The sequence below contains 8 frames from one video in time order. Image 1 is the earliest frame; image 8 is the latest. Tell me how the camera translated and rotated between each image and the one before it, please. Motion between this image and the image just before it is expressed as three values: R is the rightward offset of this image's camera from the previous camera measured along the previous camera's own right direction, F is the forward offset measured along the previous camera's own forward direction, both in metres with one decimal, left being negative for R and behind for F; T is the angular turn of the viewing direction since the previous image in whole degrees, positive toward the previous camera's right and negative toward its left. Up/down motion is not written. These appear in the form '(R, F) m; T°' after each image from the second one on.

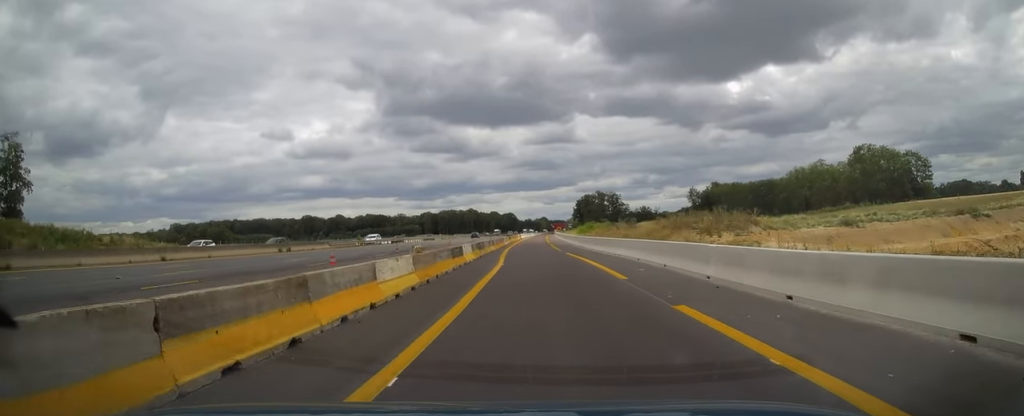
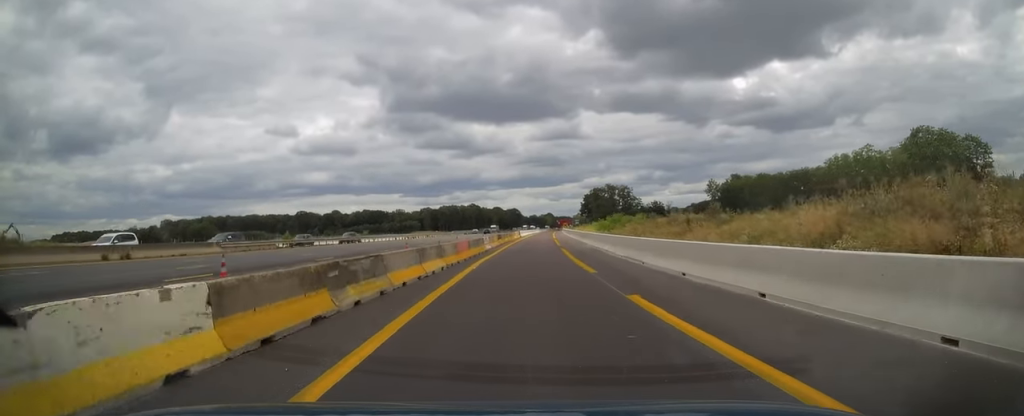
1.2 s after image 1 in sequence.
(-0.1, +24.8) m; 0°
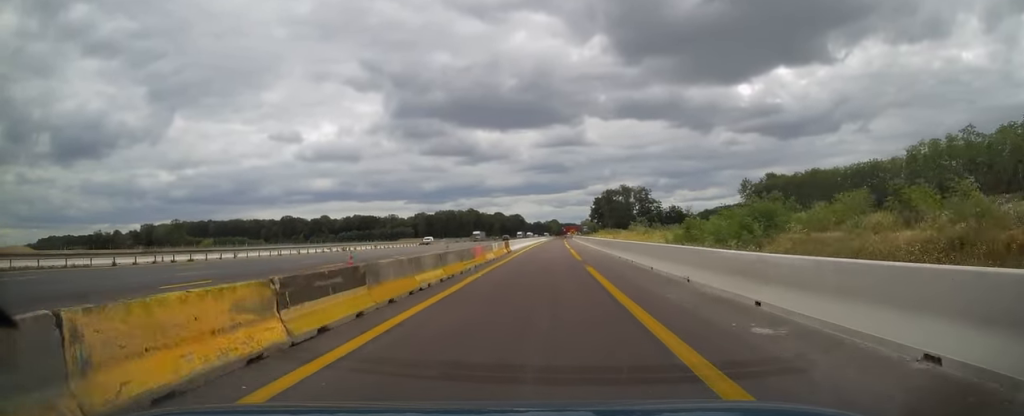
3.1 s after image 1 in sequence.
(-0.3, +39.9) m; 0°
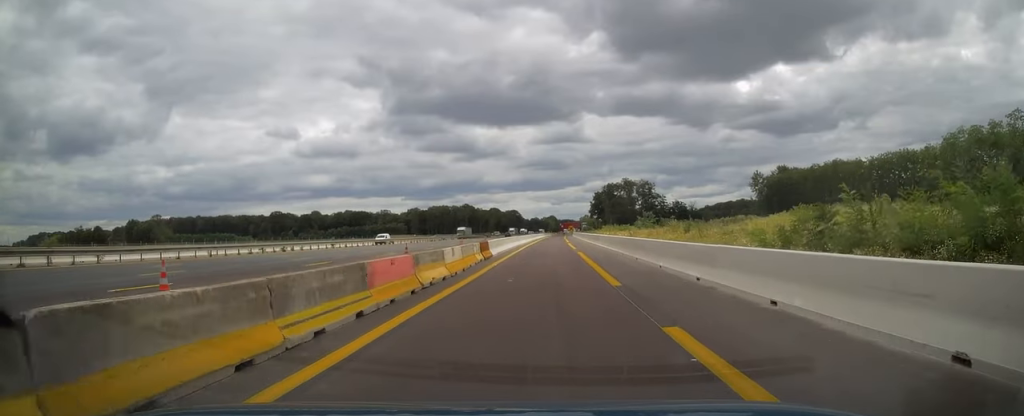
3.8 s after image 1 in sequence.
(0.0, +15.4) m; 0°
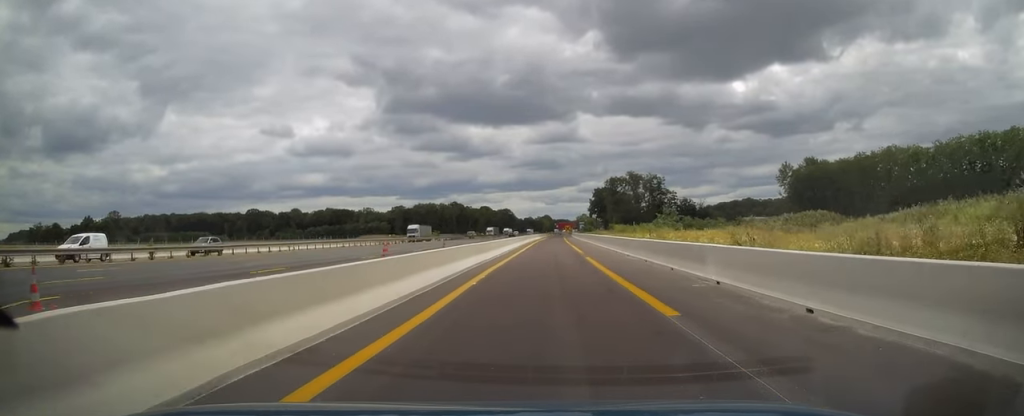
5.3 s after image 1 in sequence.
(+0.1, +30.9) m; +1°
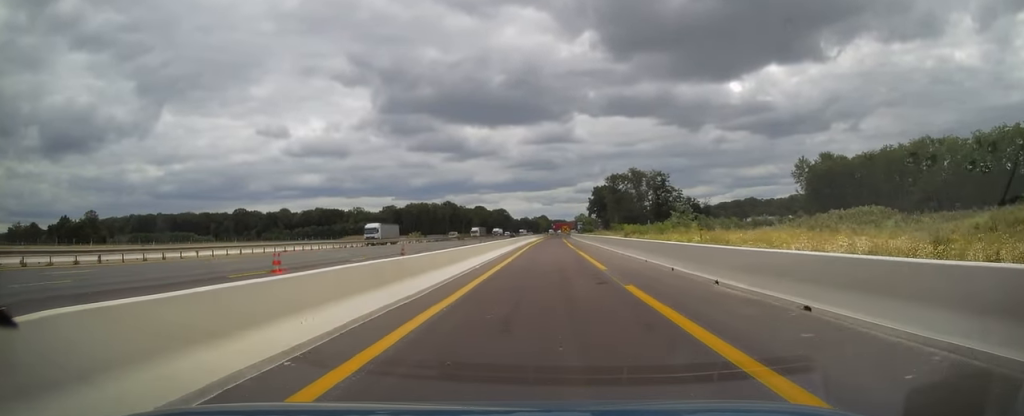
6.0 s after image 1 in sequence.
(0.0, +14.8) m; 0°
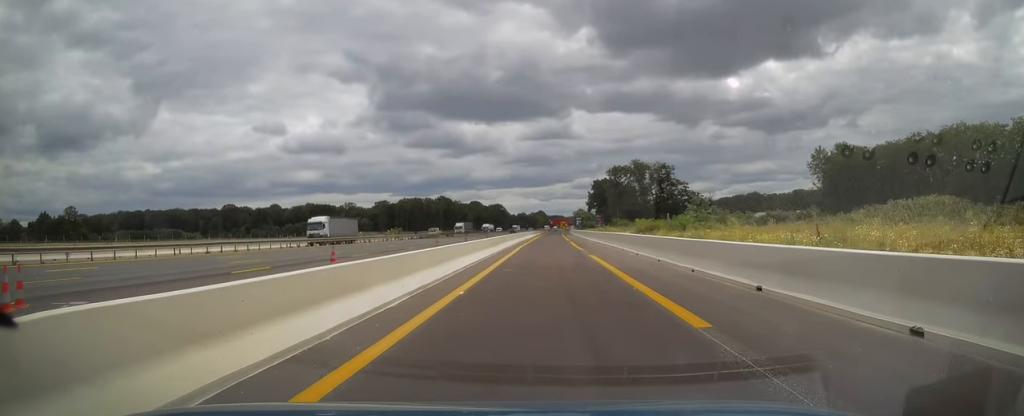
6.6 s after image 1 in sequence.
(+0.1, +12.7) m; 0°
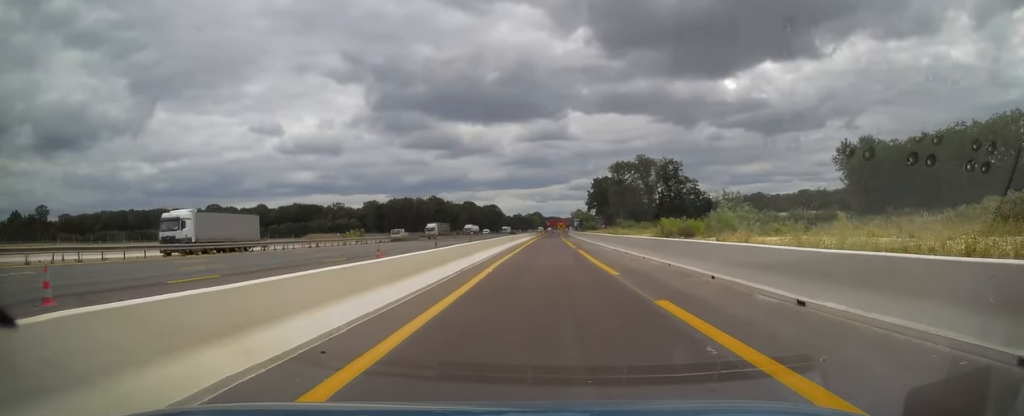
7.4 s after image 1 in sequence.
(+0.1, +16.9) m; 0°
